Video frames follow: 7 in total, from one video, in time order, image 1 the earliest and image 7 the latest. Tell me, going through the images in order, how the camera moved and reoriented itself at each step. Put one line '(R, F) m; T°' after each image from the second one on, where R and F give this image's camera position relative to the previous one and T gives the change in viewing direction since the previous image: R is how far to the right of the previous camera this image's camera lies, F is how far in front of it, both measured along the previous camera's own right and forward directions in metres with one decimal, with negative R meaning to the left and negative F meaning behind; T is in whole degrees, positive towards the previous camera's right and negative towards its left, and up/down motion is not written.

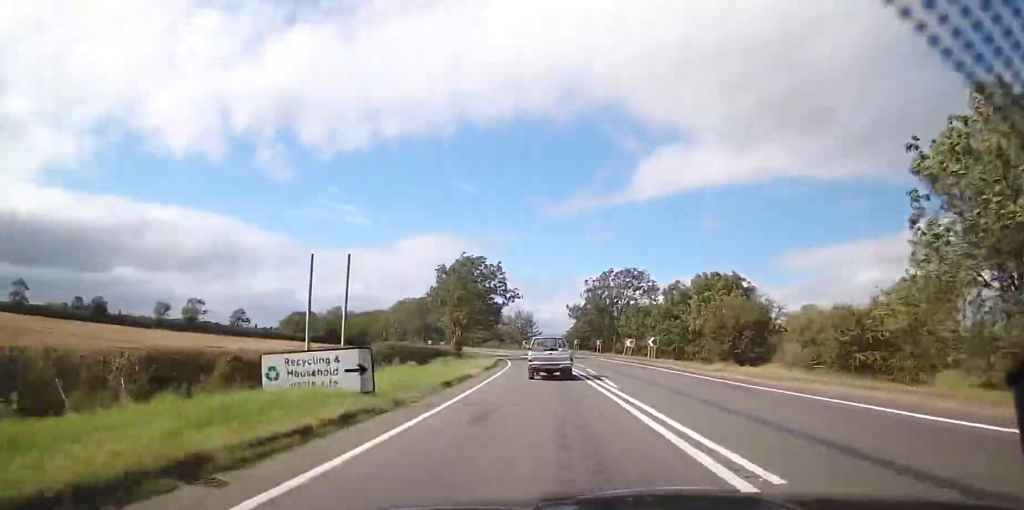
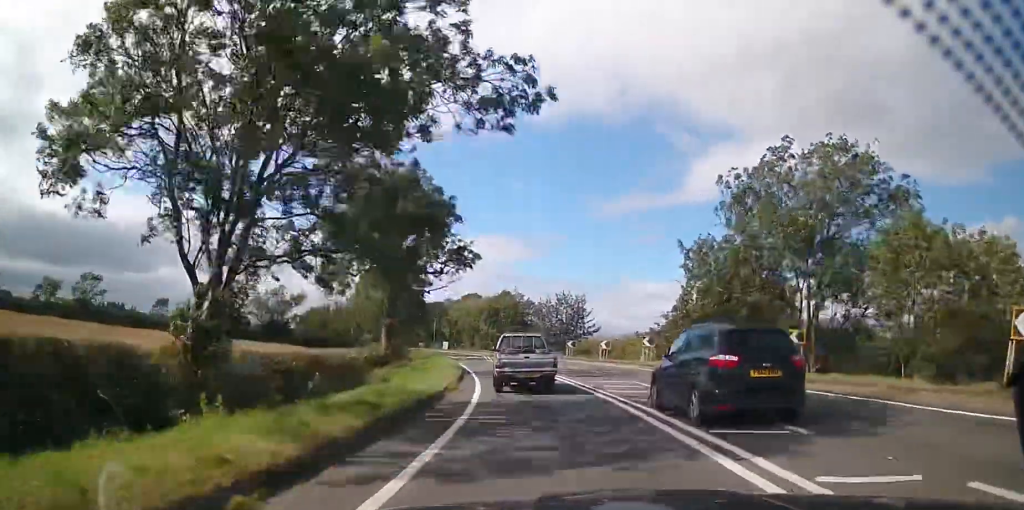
(-1.7, +48.8) m; -5°
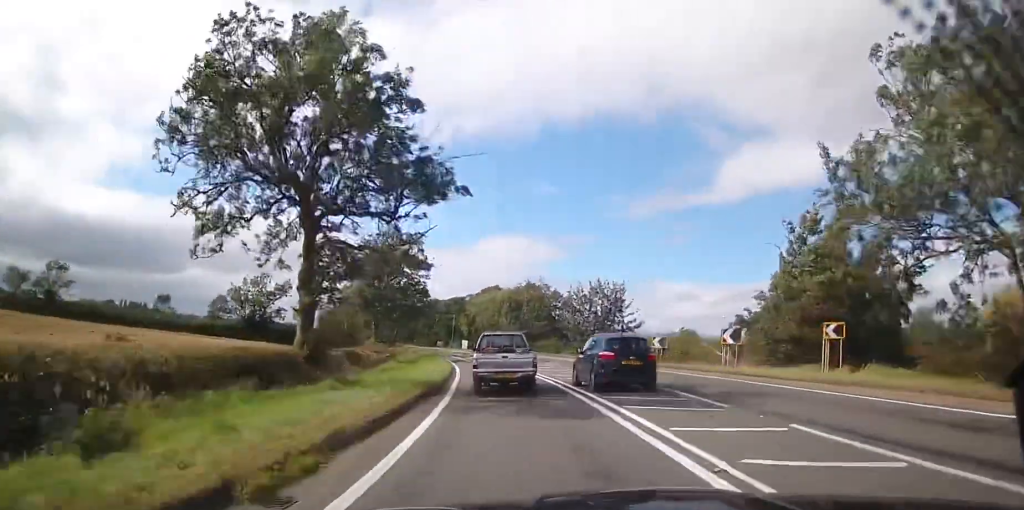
(-0.2, +14.3) m; -1°
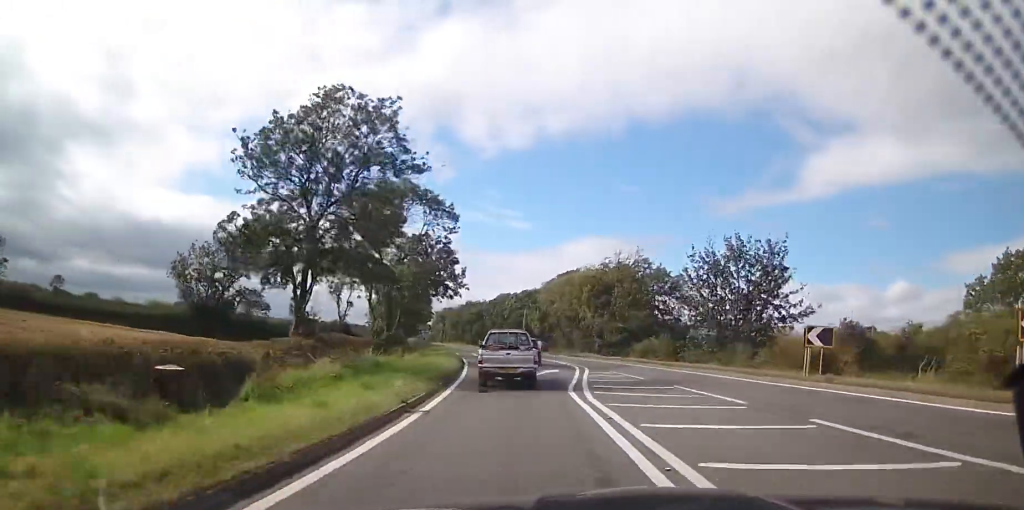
(0.0, +28.4) m; -4°
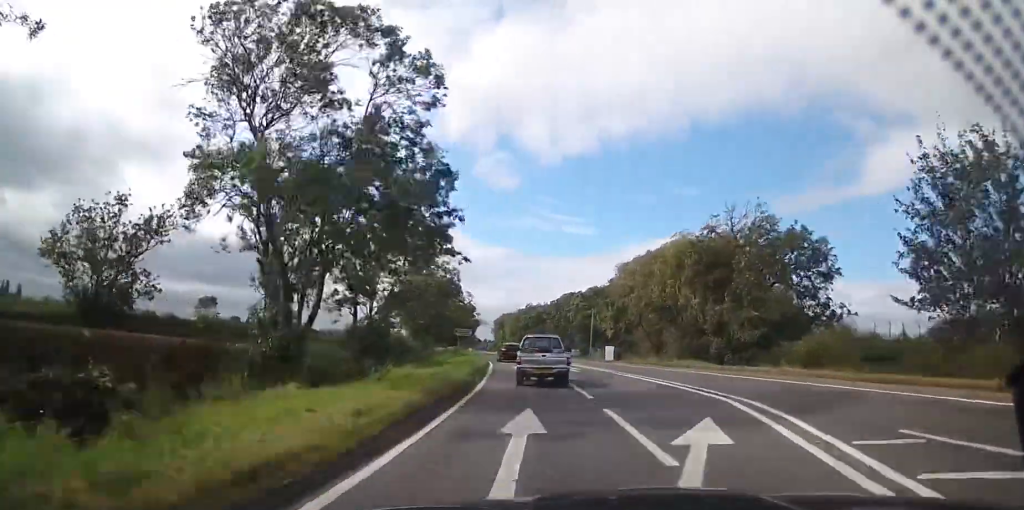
(-1.8, +22.1) m; -7°
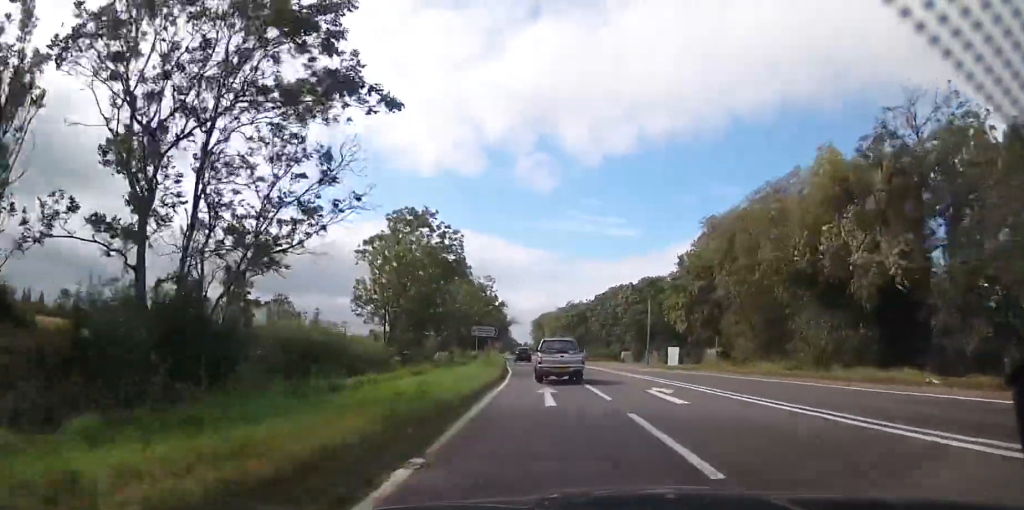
(-0.4, +19.9) m; -3°
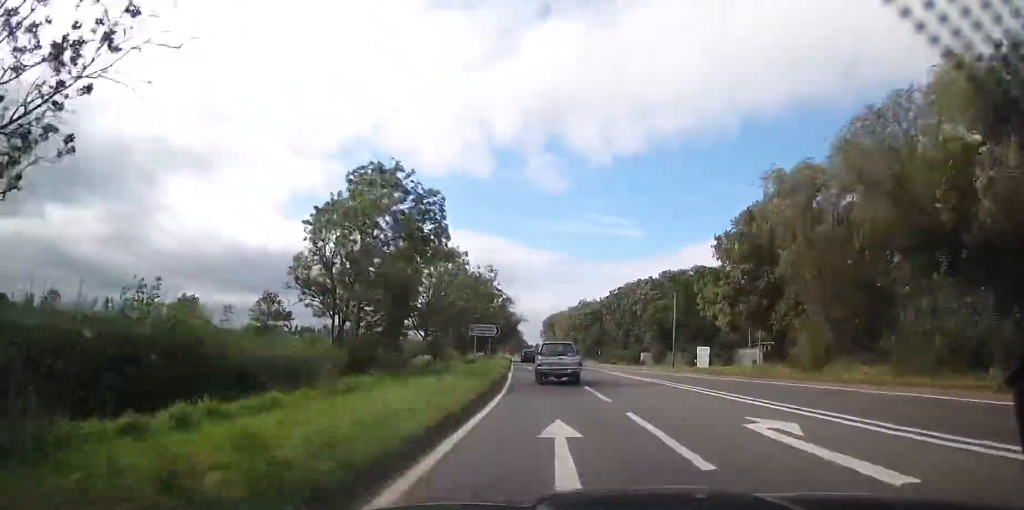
(-0.1, +9.1) m; -2°
